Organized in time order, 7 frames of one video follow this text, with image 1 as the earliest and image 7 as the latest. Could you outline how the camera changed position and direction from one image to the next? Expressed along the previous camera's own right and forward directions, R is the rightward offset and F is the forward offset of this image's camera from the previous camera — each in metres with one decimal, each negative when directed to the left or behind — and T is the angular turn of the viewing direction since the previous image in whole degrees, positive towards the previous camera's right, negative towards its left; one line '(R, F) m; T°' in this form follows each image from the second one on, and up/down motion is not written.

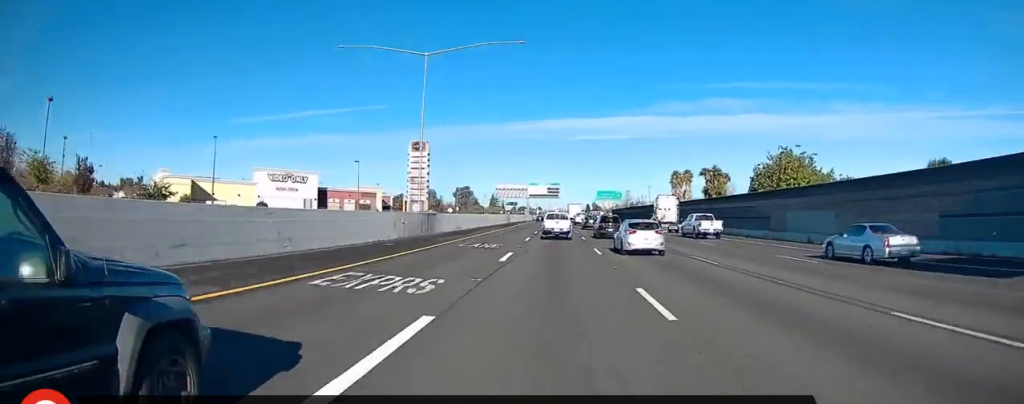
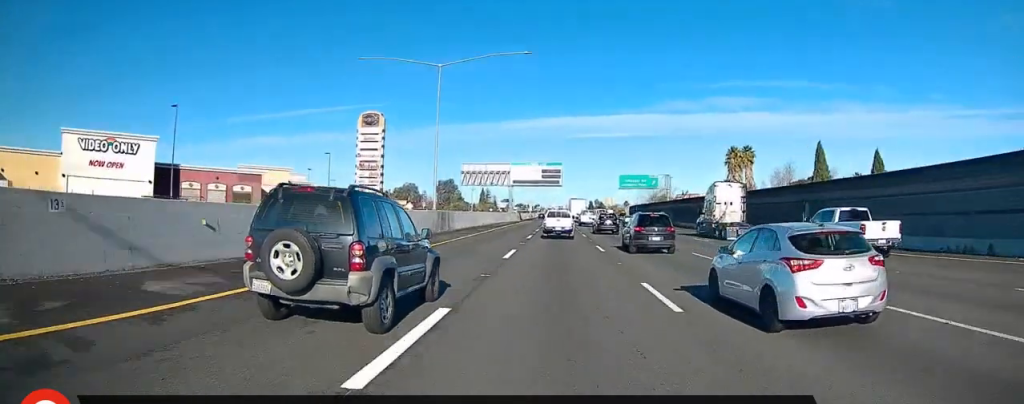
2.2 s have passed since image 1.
(+1.1, +56.7) m; 0°
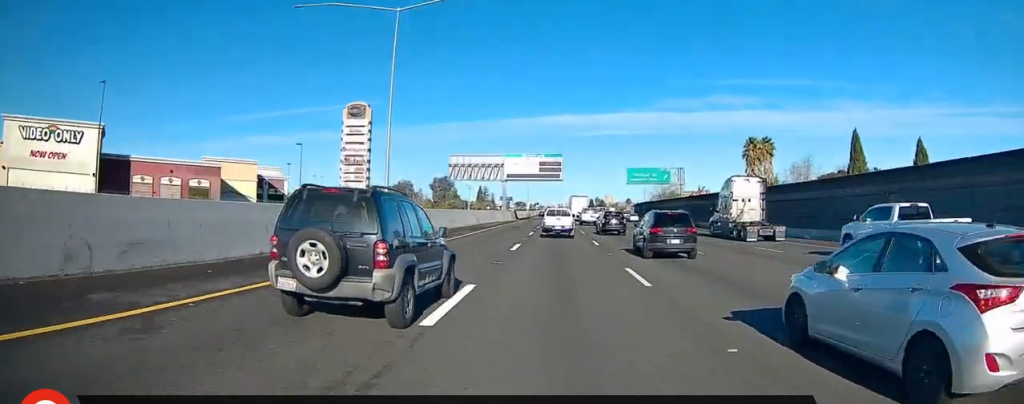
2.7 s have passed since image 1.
(-0.3, +11.0) m; -1°
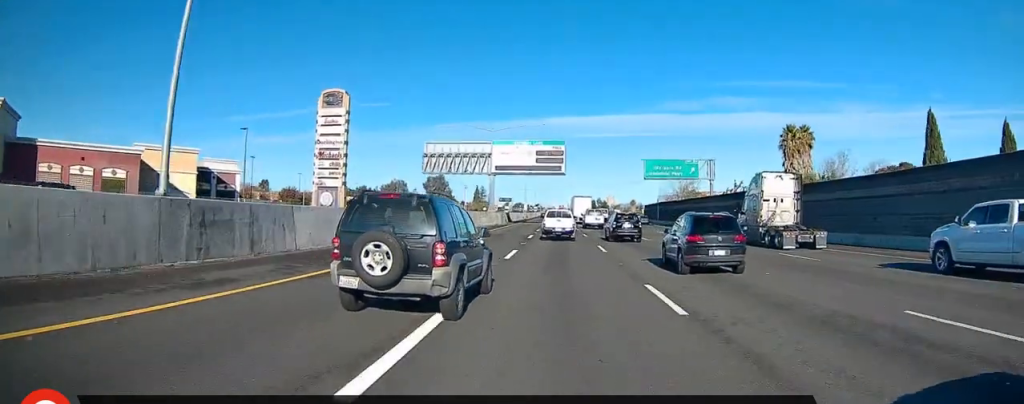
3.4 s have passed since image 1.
(+0.1, +16.7) m; +1°
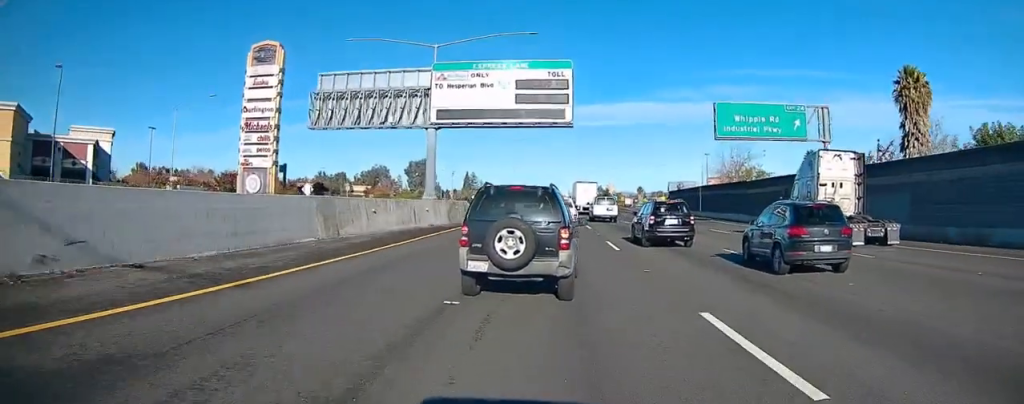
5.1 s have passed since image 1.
(+0.7, +32.8) m; +1°
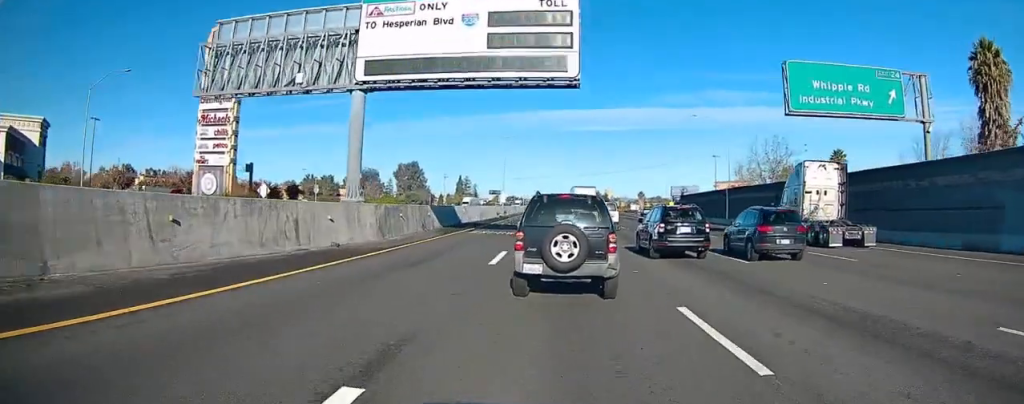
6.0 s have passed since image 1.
(-0.2, +14.6) m; -2°
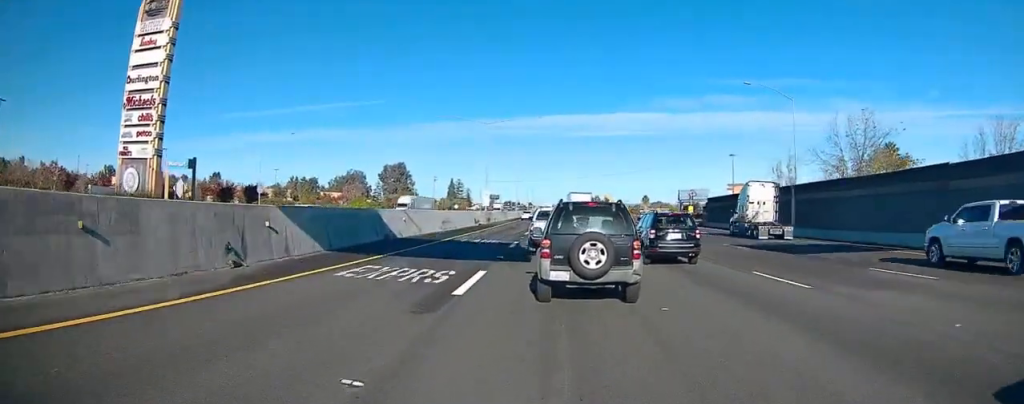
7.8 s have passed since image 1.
(0.0, +20.1) m; +3°
